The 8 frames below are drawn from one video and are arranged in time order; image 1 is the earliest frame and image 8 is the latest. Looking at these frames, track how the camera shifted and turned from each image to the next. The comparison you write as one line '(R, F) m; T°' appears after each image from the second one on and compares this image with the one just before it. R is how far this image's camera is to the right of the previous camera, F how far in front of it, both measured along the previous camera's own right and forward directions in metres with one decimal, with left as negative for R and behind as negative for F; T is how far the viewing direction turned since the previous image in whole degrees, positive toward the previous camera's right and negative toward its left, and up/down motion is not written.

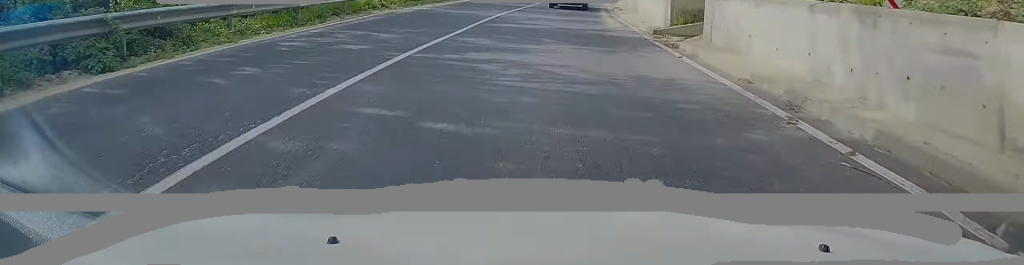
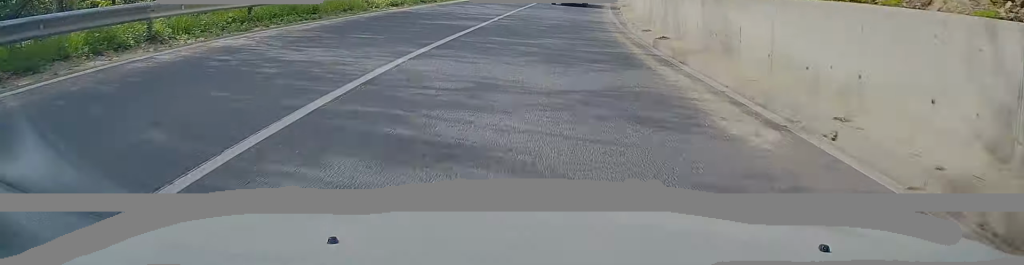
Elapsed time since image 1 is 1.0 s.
(+0.4, +14.7) m; +2°
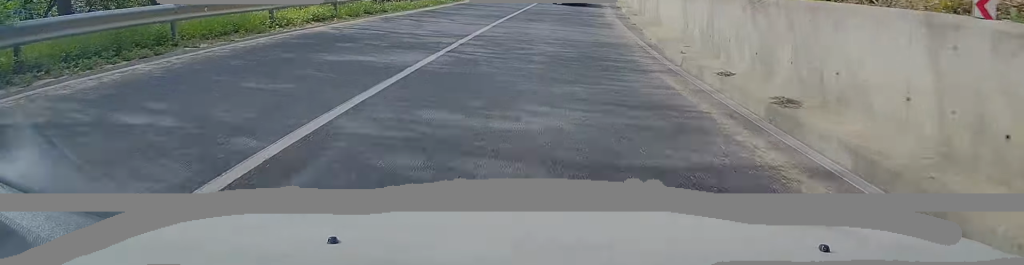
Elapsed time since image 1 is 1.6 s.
(0.0, +7.7) m; +1°
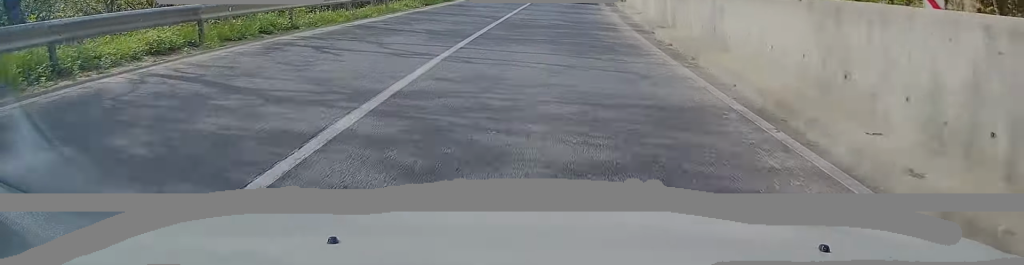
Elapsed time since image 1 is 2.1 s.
(-0.1, +7.8) m; +1°
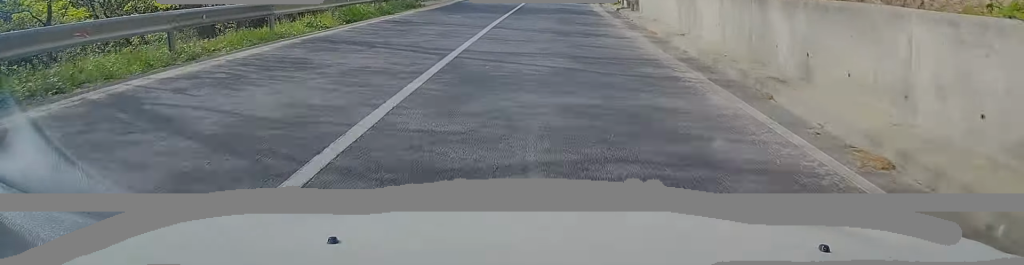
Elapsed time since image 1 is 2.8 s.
(+0.2, +9.9) m; +2°
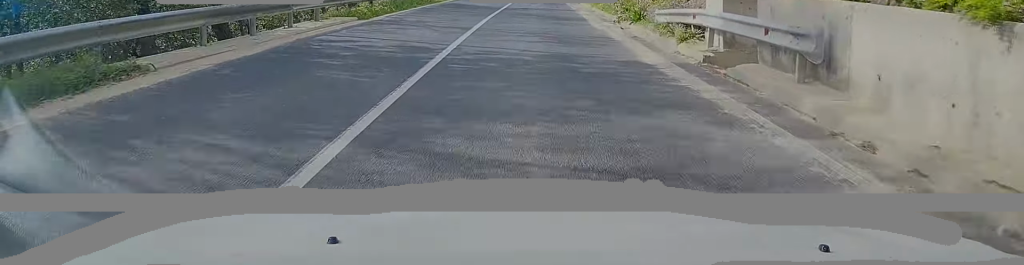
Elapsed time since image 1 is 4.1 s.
(+0.5, +19.4) m; +3°
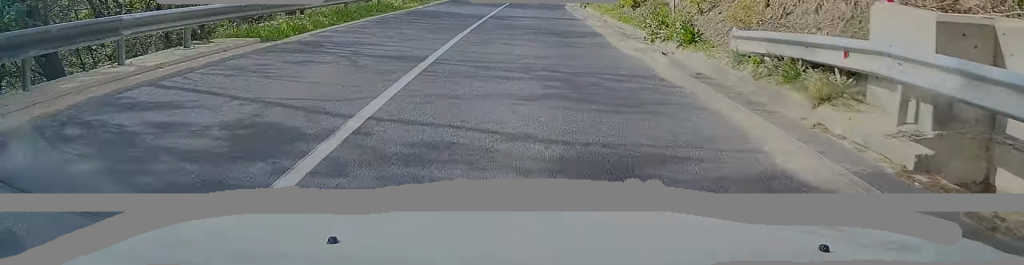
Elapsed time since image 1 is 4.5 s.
(+0.1, +6.9) m; +1°
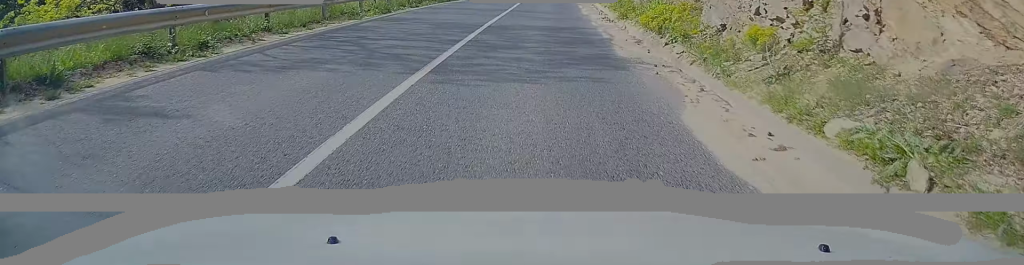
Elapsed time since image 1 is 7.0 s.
(+0.9, +36.3) m; +2°
